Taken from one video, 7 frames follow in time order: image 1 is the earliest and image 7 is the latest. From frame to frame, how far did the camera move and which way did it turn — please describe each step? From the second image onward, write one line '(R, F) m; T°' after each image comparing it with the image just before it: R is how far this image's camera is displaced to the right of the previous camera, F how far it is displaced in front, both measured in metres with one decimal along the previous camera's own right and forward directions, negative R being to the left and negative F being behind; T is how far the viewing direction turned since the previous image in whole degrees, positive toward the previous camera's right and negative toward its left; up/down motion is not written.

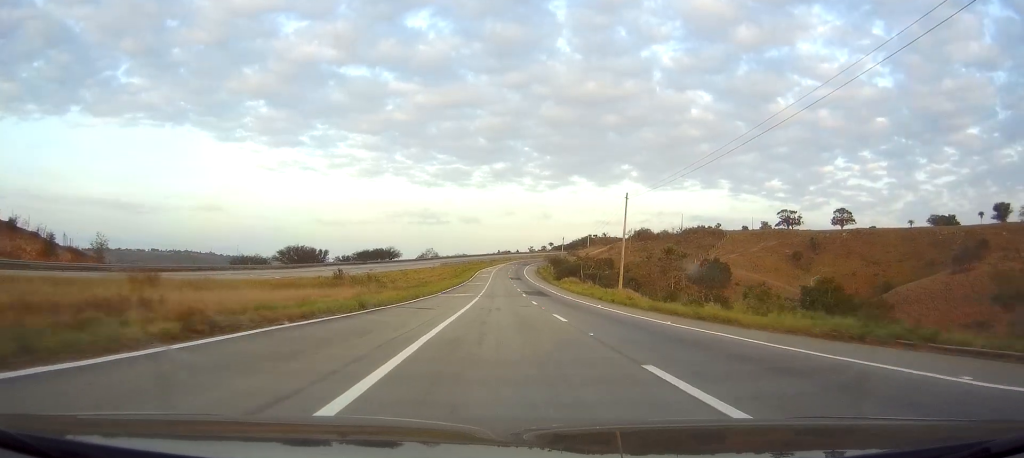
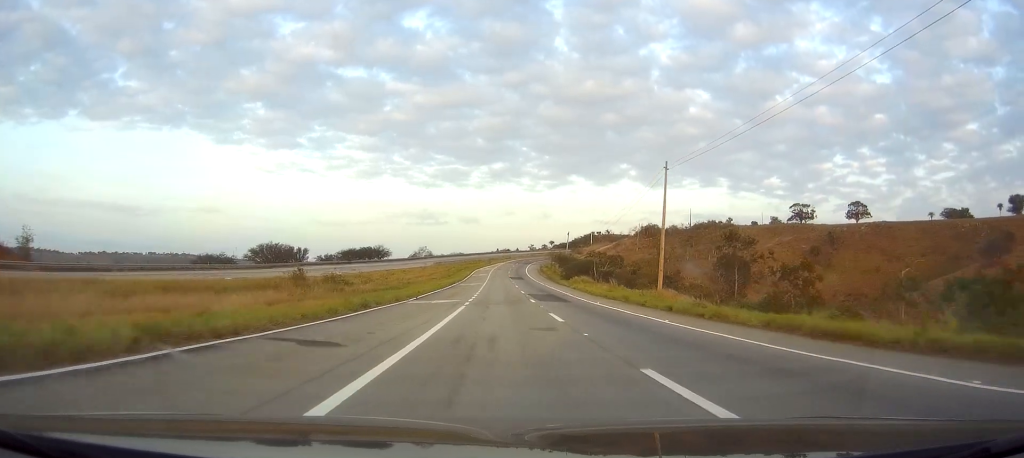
(+0.1, +16.6) m; 0°
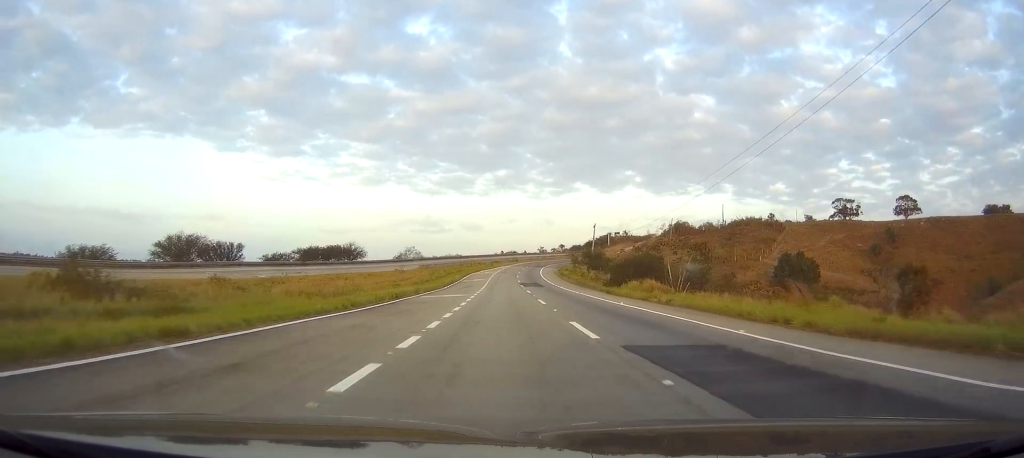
(-0.2, +39.9) m; 0°
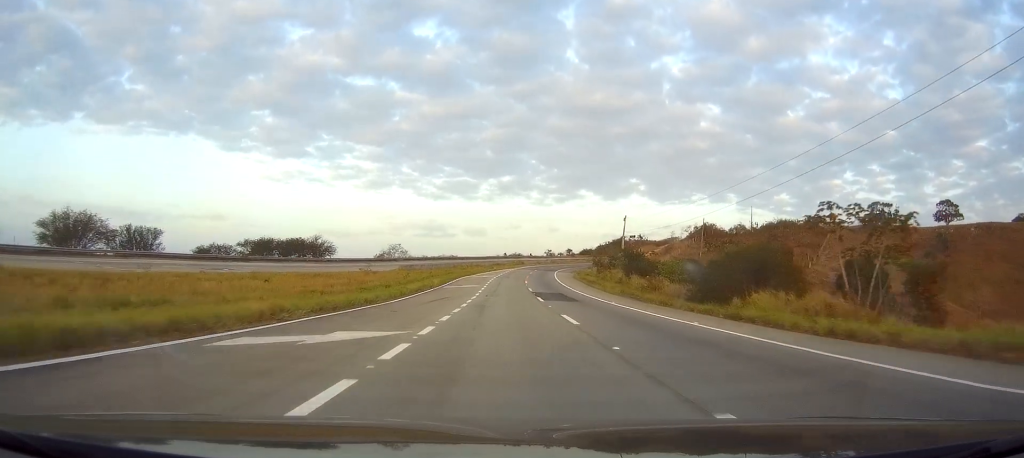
(0.0, +28.6) m; 0°
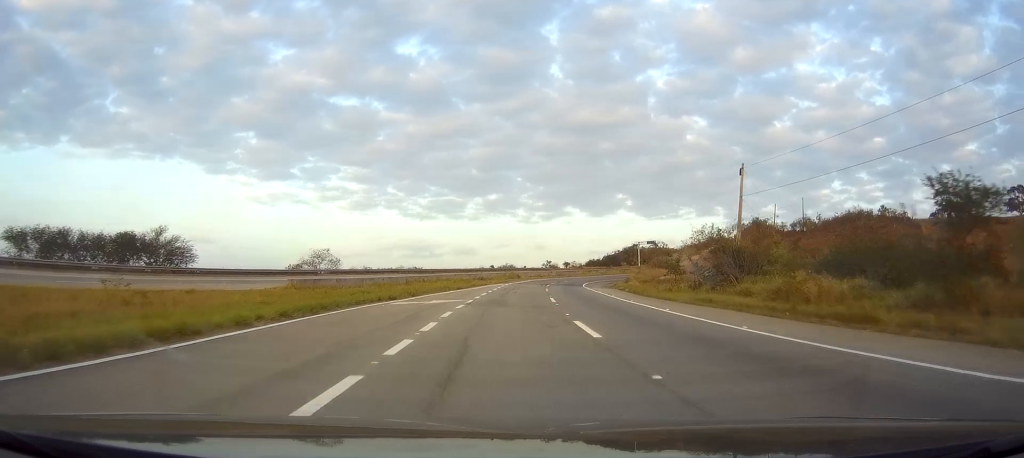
(-0.5, +52.9) m; 0°
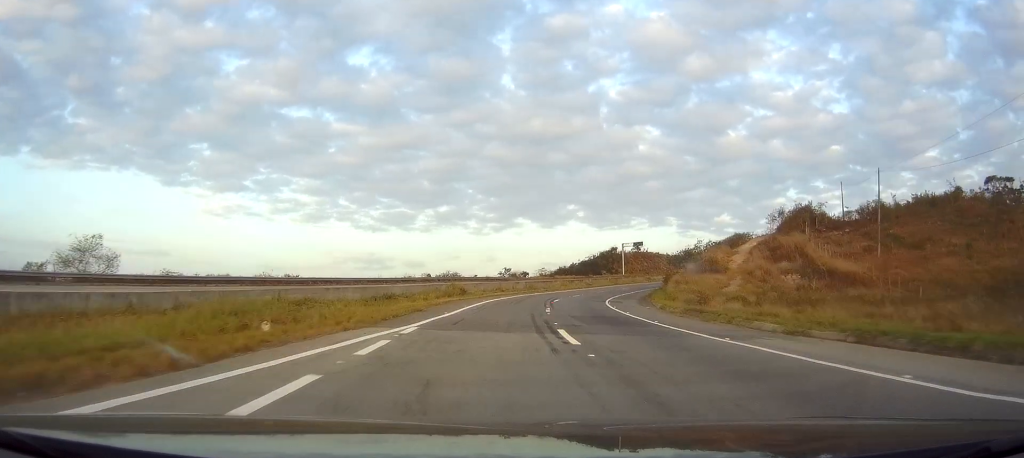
(+0.7, +49.2) m; +3°
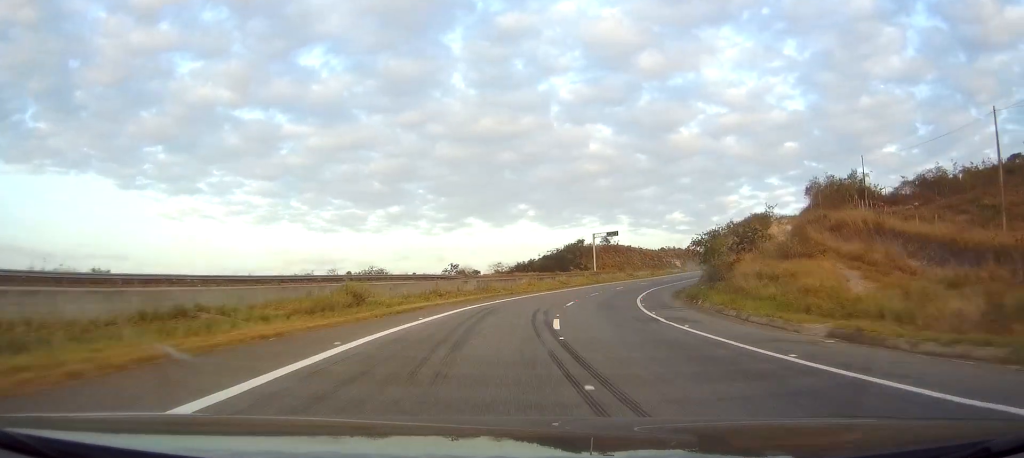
(+0.5, +28.5) m; +3°
